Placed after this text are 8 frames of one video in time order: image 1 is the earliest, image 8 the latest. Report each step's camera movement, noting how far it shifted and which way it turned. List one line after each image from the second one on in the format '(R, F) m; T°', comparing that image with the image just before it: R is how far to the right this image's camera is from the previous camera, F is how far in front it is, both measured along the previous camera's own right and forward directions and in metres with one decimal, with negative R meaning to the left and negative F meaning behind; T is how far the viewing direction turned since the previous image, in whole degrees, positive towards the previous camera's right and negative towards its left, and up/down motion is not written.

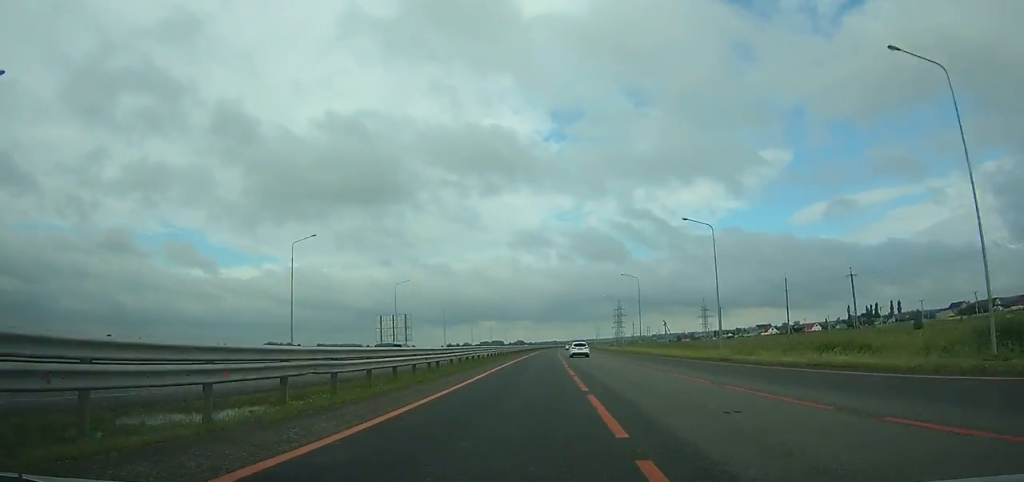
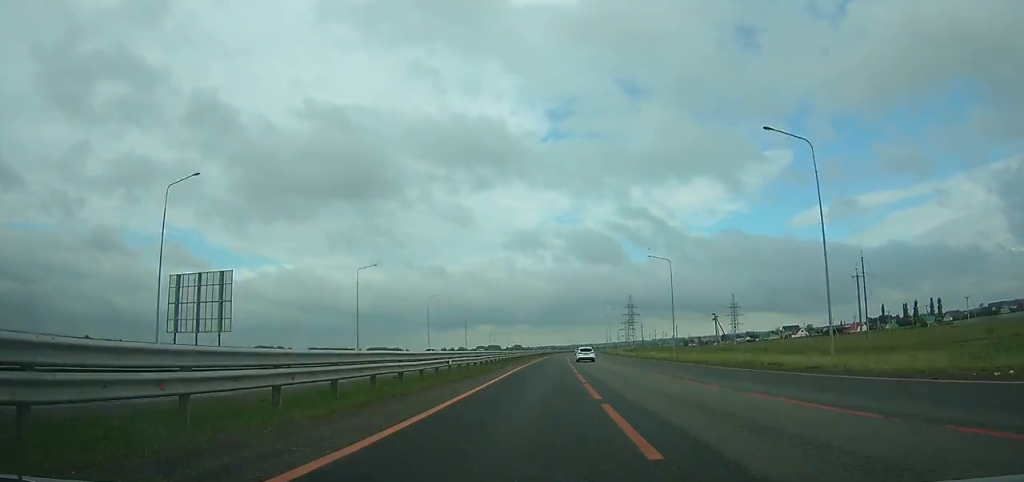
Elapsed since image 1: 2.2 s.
(0.0, +57.3) m; +1°
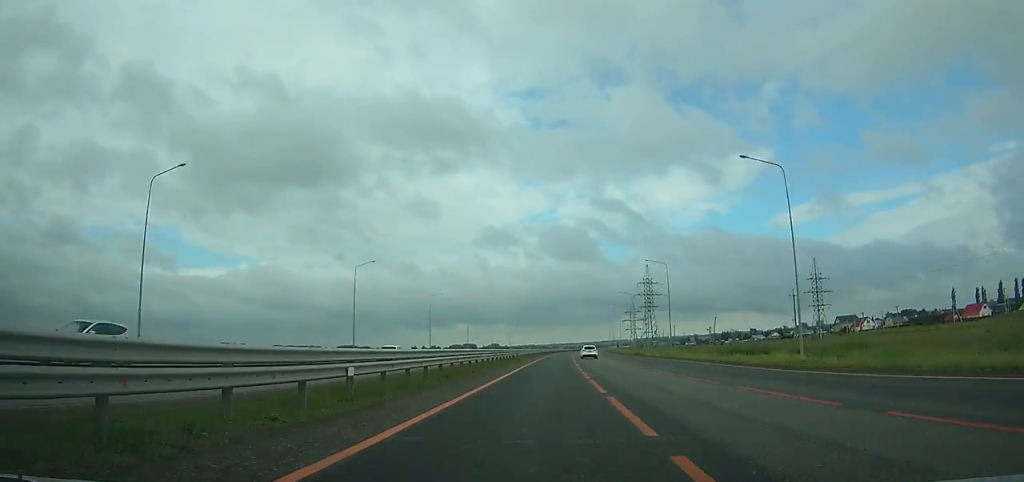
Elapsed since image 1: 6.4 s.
(+1.6, +110.3) m; +2°
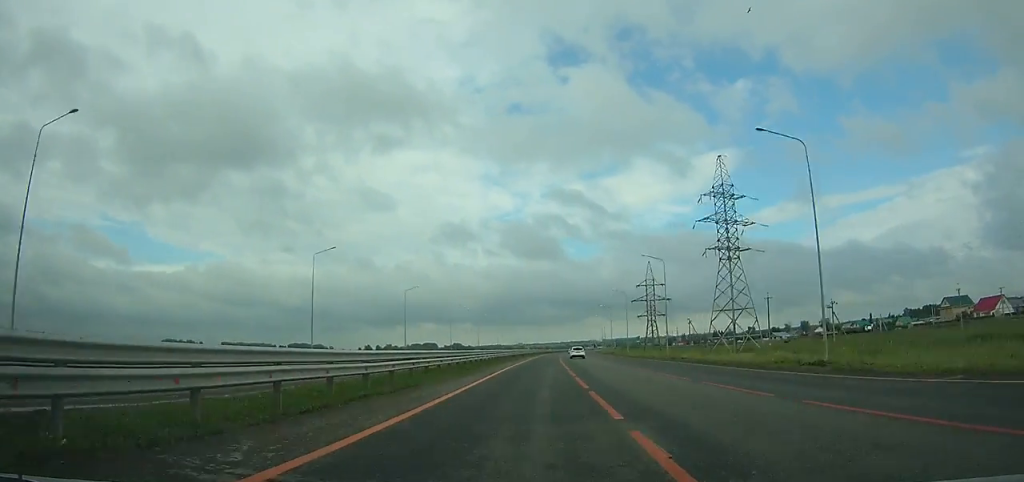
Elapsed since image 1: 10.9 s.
(+2.4, +120.3) m; +2°
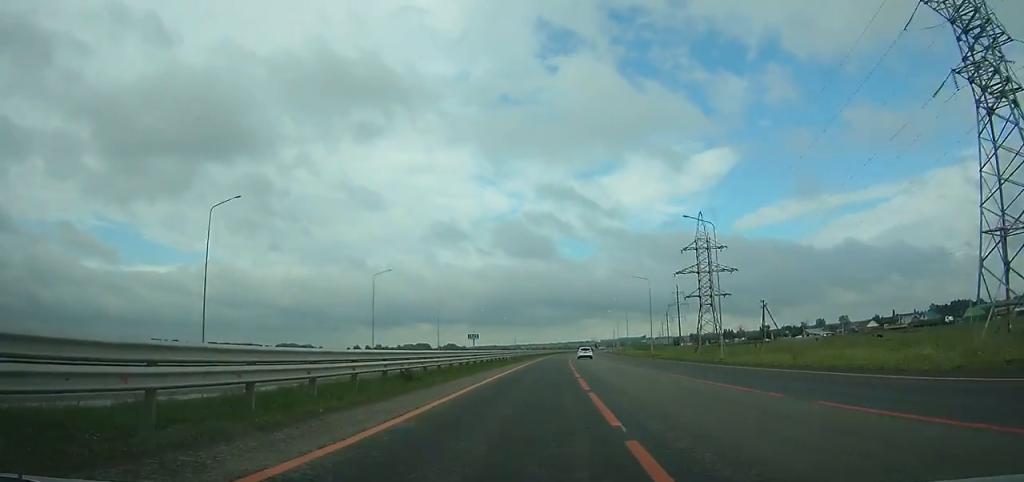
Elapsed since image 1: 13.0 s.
(+0.5, +57.5) m; +1°
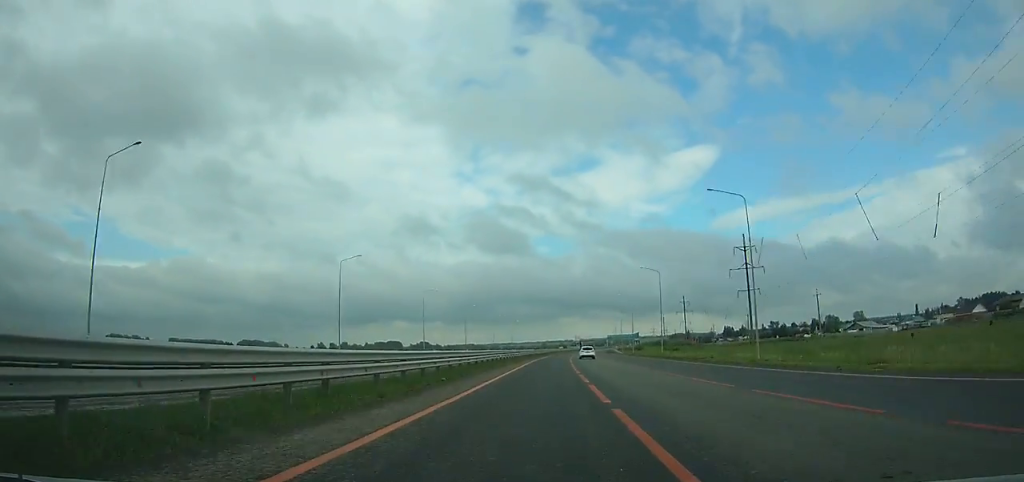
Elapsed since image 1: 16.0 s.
(+1.0, +84.1) m; +2°
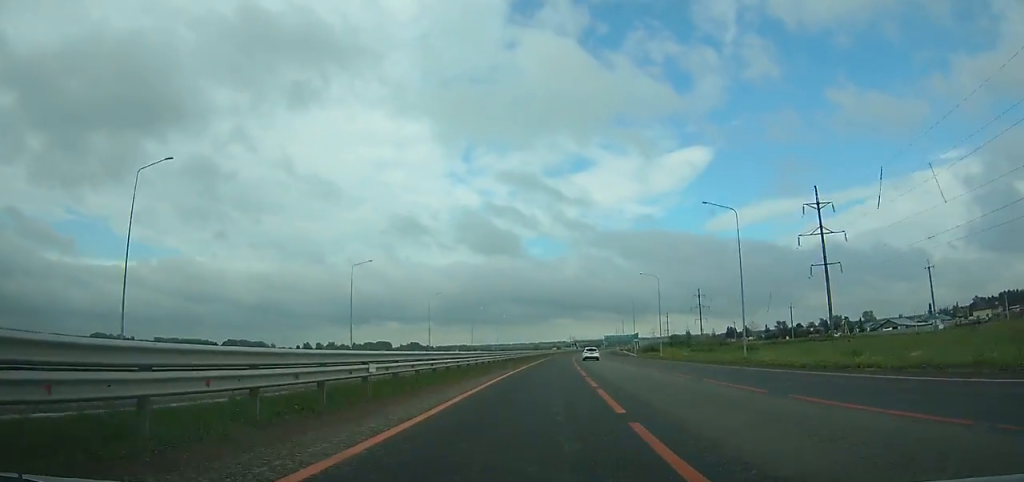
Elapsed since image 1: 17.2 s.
(-0.1, +34.2) m; +1°
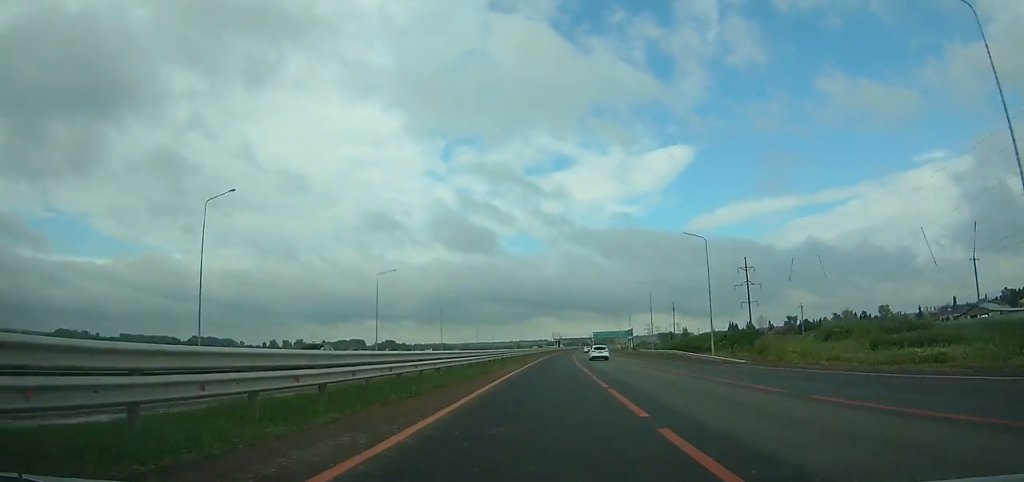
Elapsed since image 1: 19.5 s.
(+1.3, +66.6) m; +2°
